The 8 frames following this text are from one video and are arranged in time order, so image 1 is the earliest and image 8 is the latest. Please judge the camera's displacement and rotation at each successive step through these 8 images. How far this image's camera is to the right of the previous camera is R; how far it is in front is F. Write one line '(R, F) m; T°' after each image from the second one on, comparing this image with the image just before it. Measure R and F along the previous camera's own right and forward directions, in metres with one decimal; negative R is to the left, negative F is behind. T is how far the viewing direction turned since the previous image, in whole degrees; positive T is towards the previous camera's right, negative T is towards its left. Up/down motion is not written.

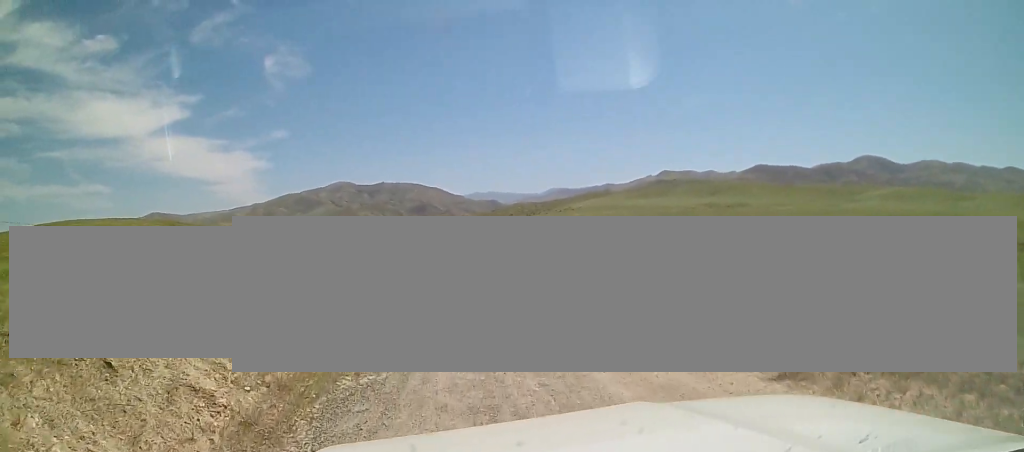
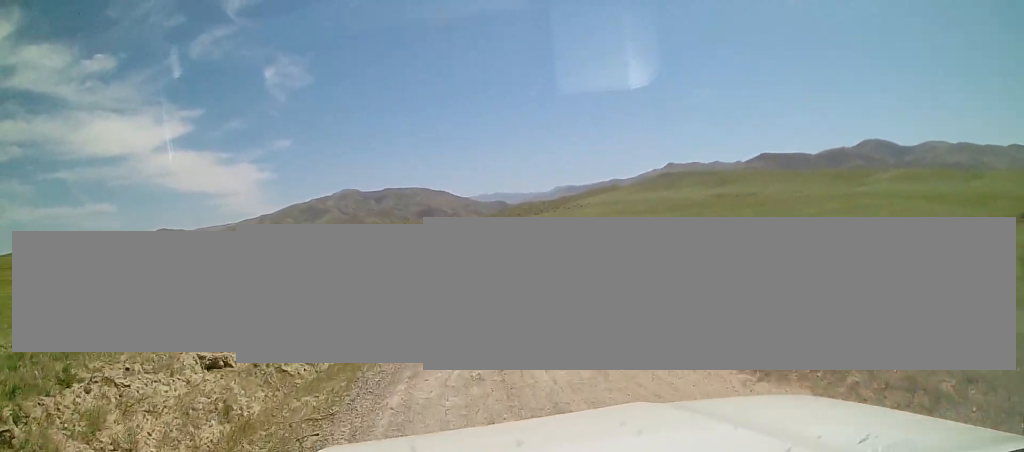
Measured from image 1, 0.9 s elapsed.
(0.0, +6.2) m; 0°
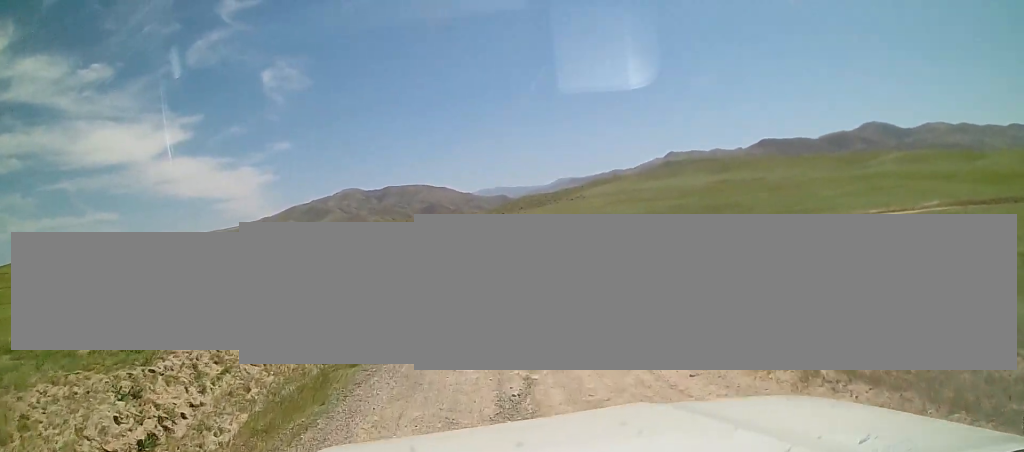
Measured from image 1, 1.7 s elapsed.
(+0.1, +6.1) m; -2°
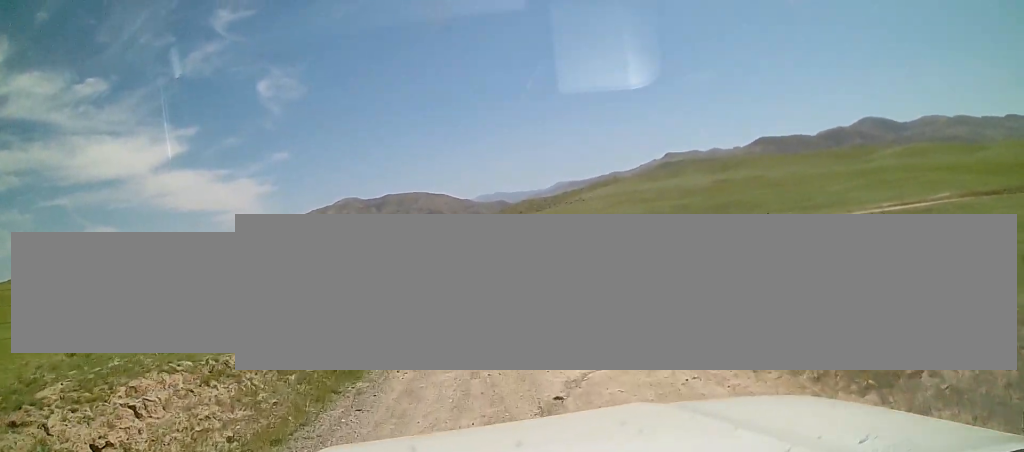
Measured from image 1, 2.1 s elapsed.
(-0.3, +3.6) m; 0°
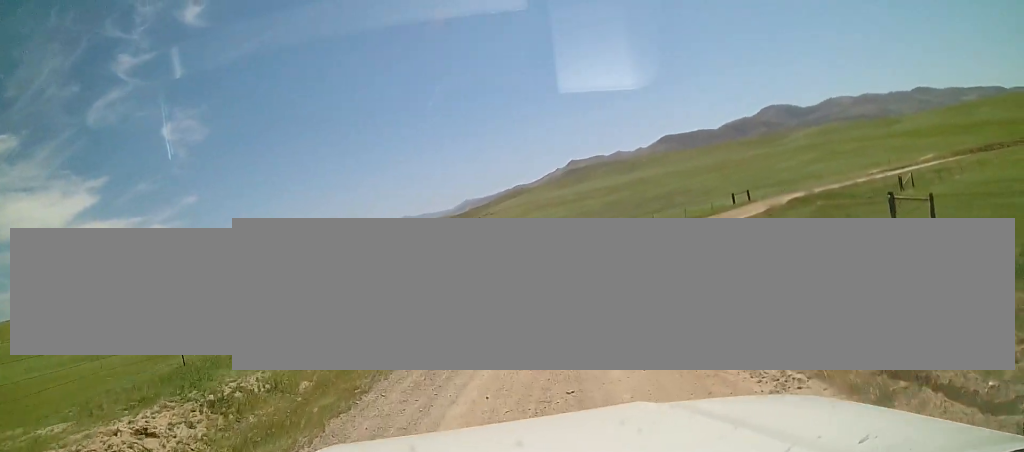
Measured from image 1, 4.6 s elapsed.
(+1.4, +18.6) m; +9°
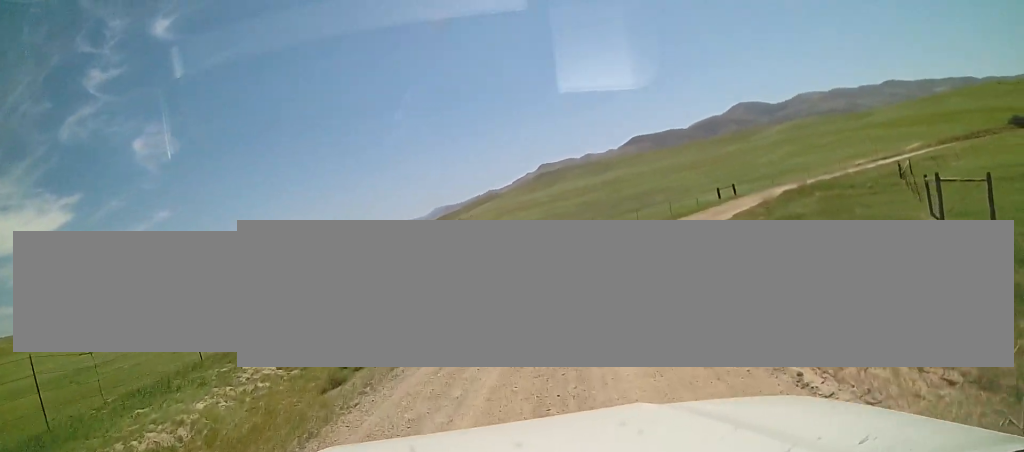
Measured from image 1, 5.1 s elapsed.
(0.0, +3.5) m; +3°
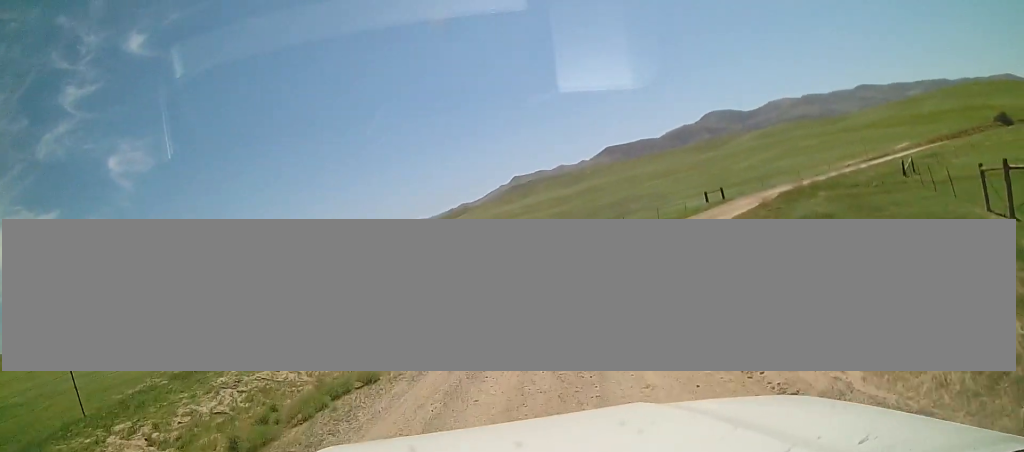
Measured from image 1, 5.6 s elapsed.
(-0.2, +3.7) m; +4°
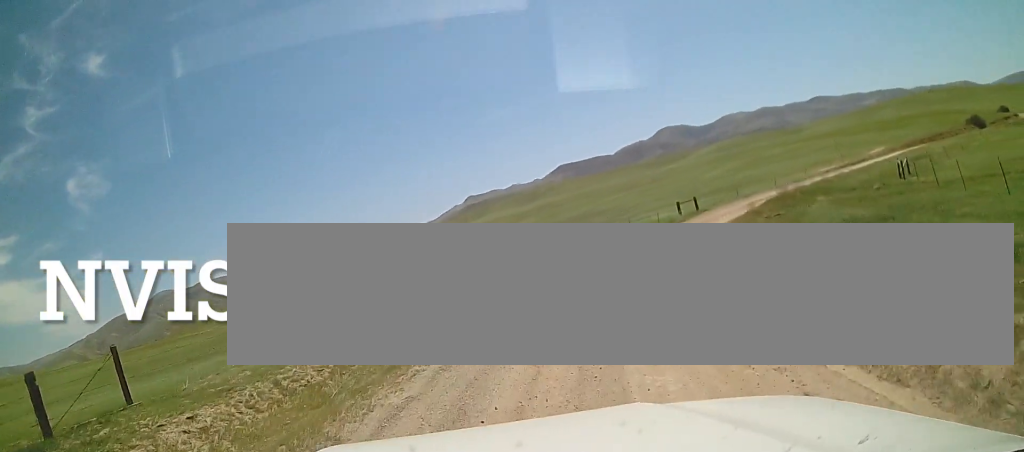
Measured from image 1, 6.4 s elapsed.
(+0.6, +4.8) m; +7°
